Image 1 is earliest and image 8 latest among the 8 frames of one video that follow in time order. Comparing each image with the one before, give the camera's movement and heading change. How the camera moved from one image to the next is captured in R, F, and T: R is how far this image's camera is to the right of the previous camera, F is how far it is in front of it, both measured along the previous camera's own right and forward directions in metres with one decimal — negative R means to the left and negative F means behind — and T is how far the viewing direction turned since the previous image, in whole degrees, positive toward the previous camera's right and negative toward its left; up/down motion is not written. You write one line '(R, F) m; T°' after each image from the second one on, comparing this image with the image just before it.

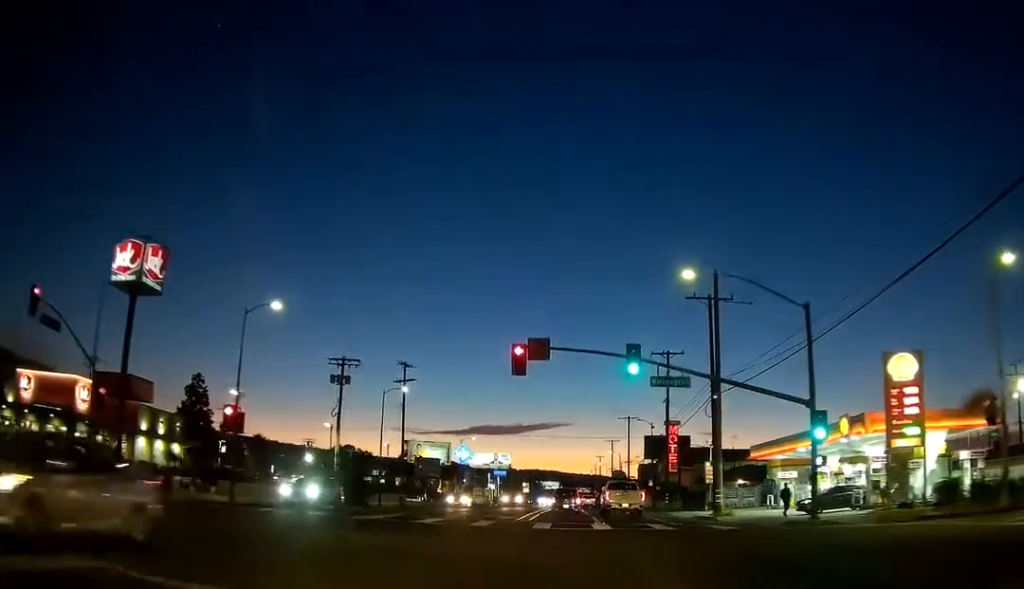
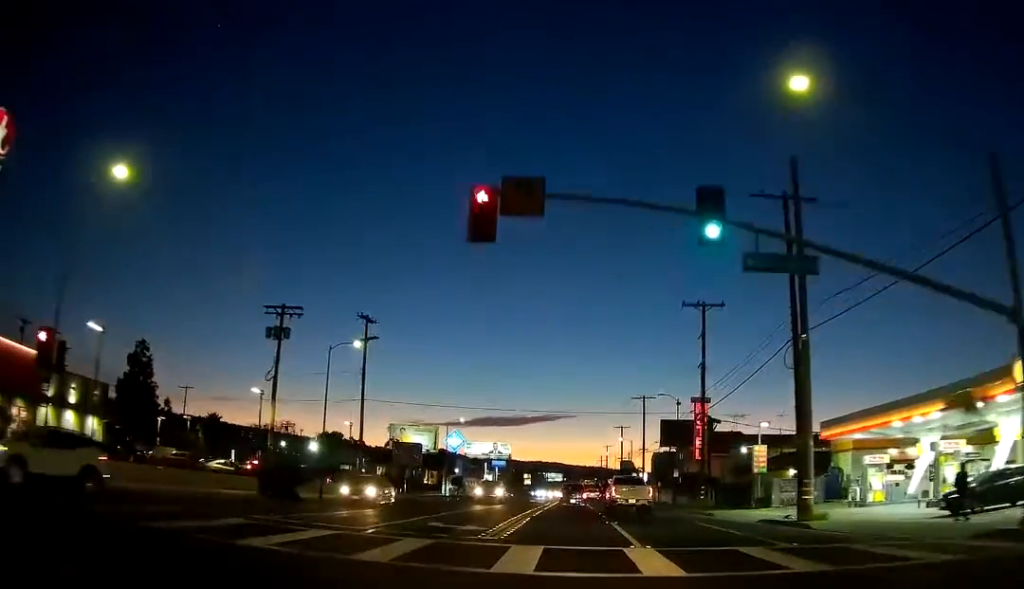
(-0.2, +15.6) m; -1°
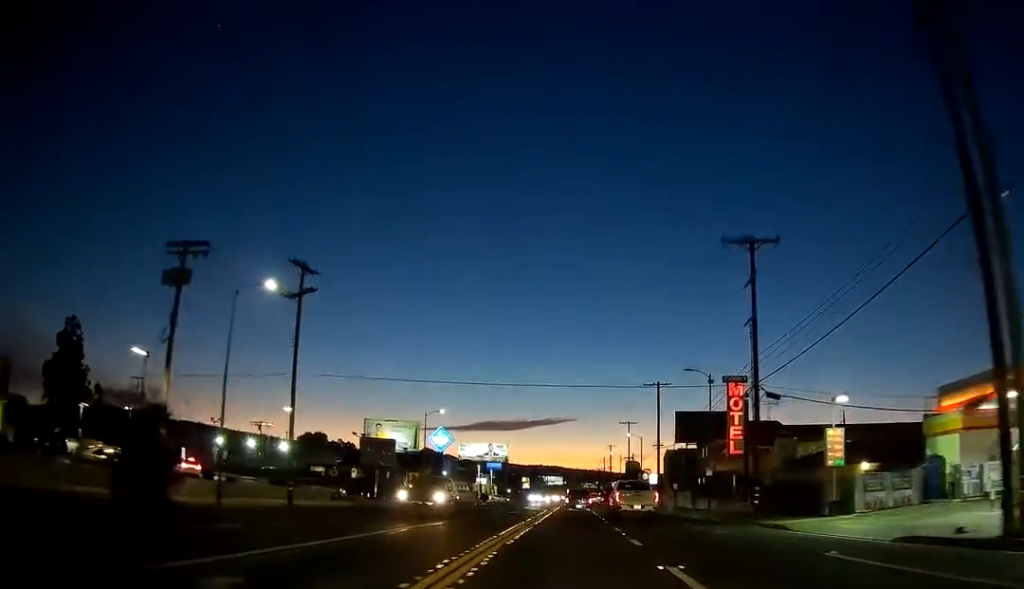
(0.0, +13.9) m; 0°
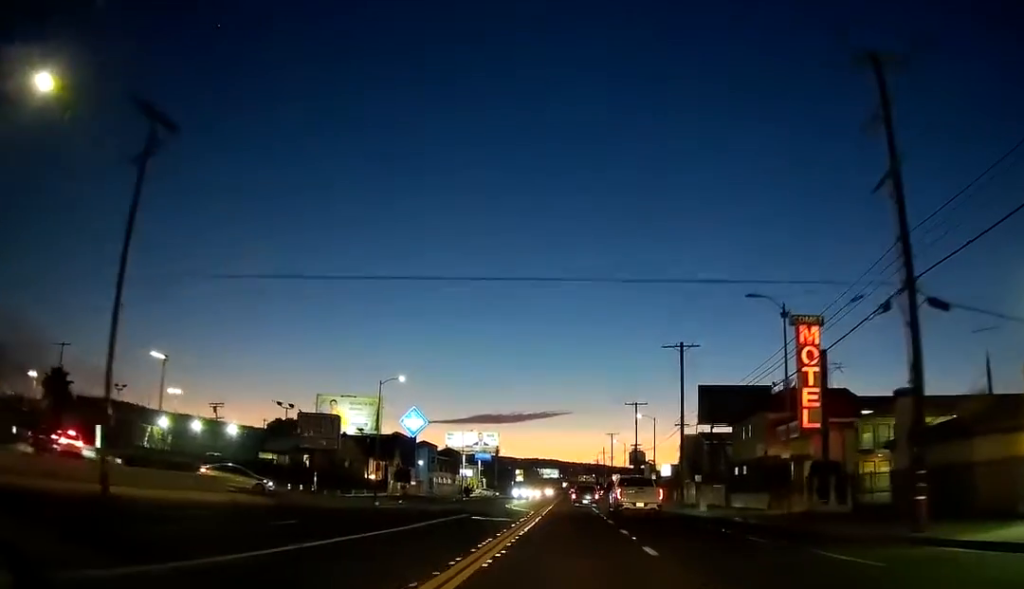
(+0.1, +18.1) m; 0°
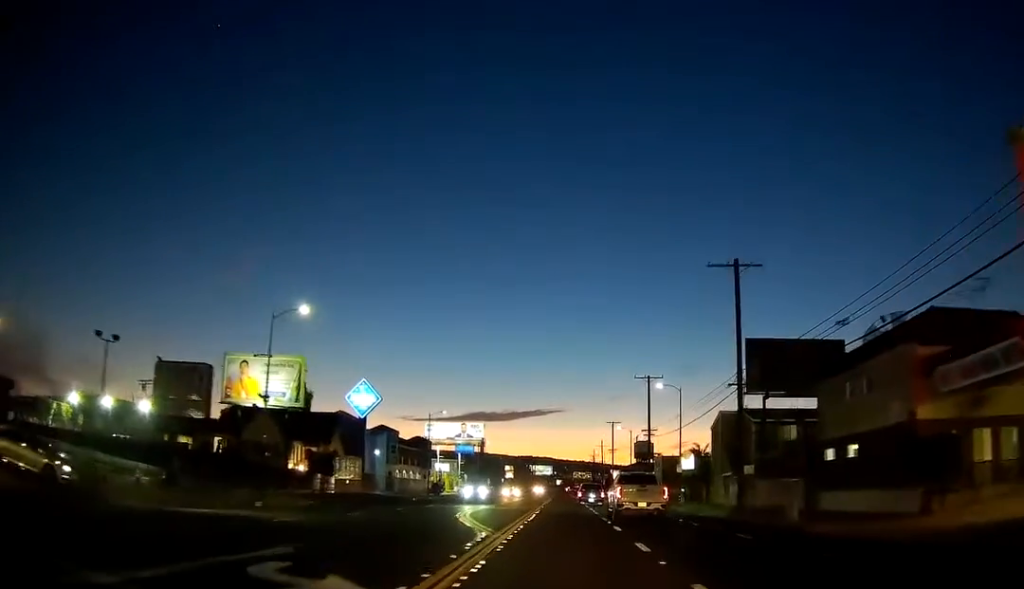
(+0.1, +22.5) m; +1°
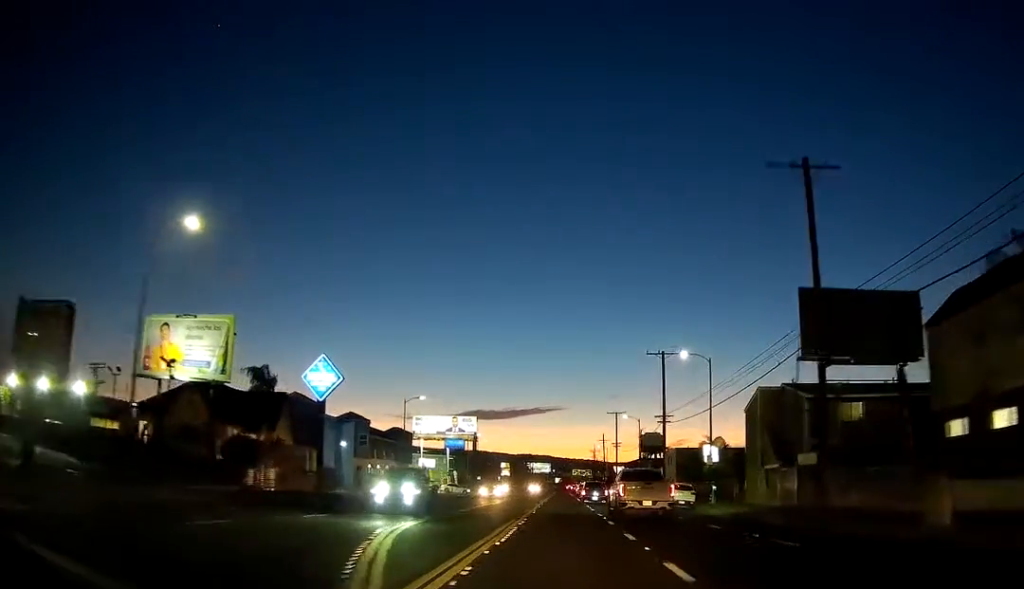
(0.0, +12.3) m; 0°
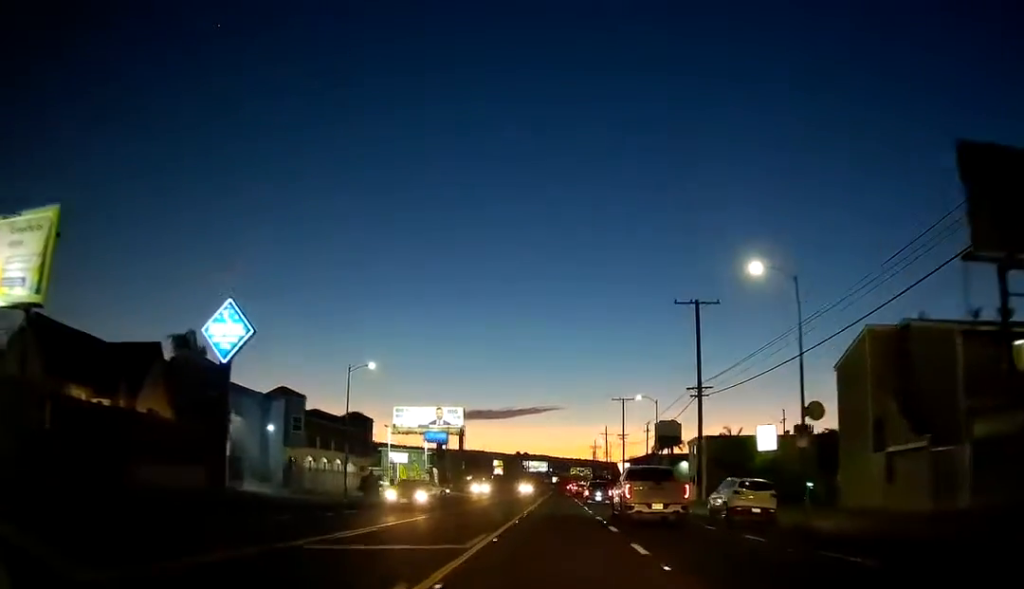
(0.0, +18.2) m; 0°
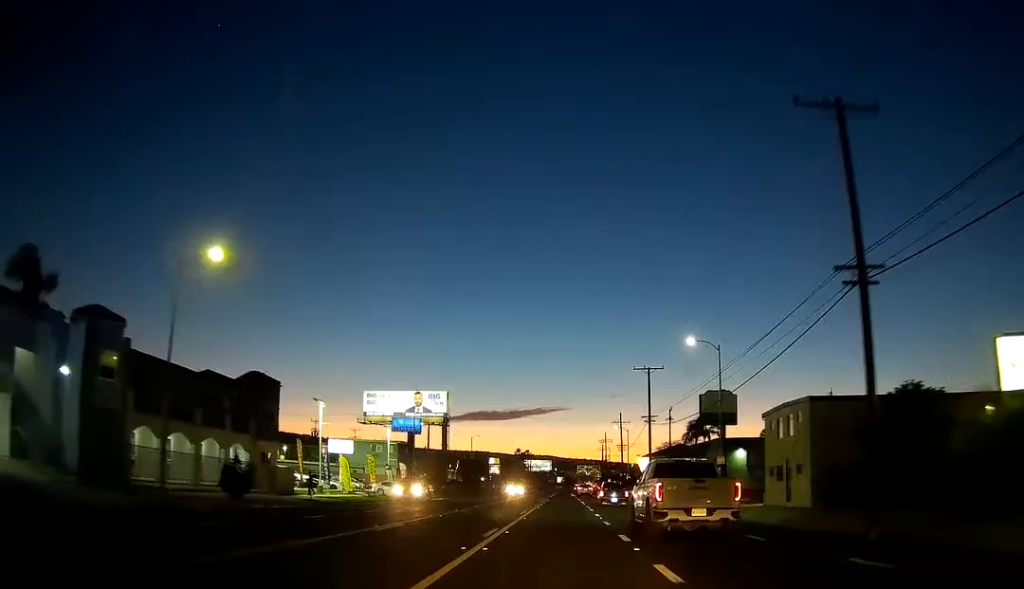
(-0.1, +26.4) m; -1°
